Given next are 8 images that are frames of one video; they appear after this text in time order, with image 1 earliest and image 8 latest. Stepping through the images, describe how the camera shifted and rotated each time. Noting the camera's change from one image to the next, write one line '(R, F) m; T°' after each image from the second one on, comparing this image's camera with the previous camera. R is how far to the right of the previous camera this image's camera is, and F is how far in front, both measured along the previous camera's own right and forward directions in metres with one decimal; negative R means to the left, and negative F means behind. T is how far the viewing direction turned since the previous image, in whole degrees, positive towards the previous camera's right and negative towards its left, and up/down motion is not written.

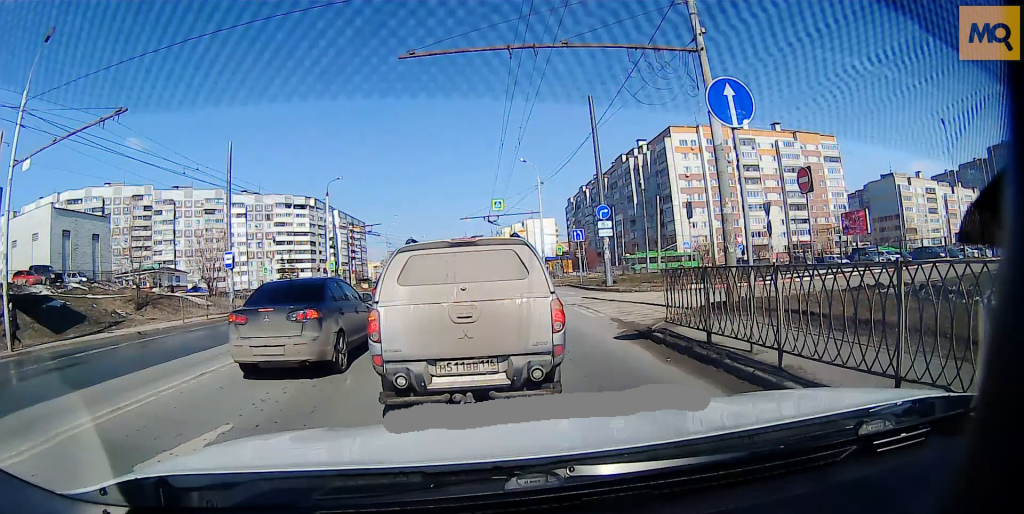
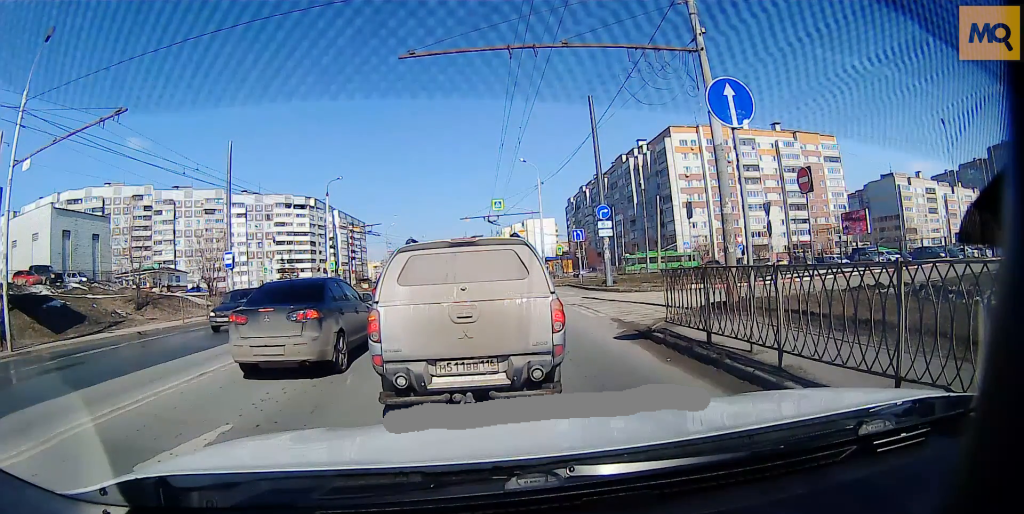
(0.0, 0.0) m; 0°
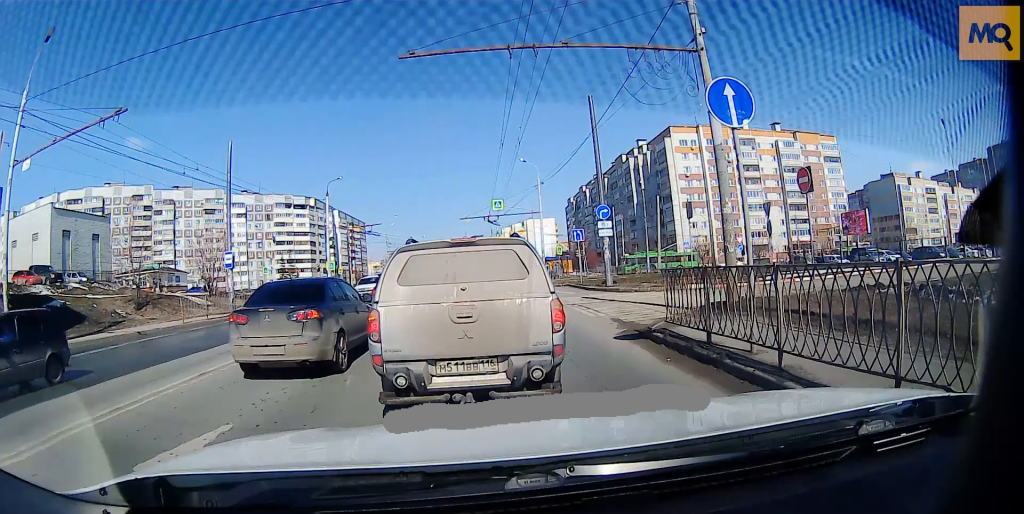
(0.0, 0.0) m; 0°
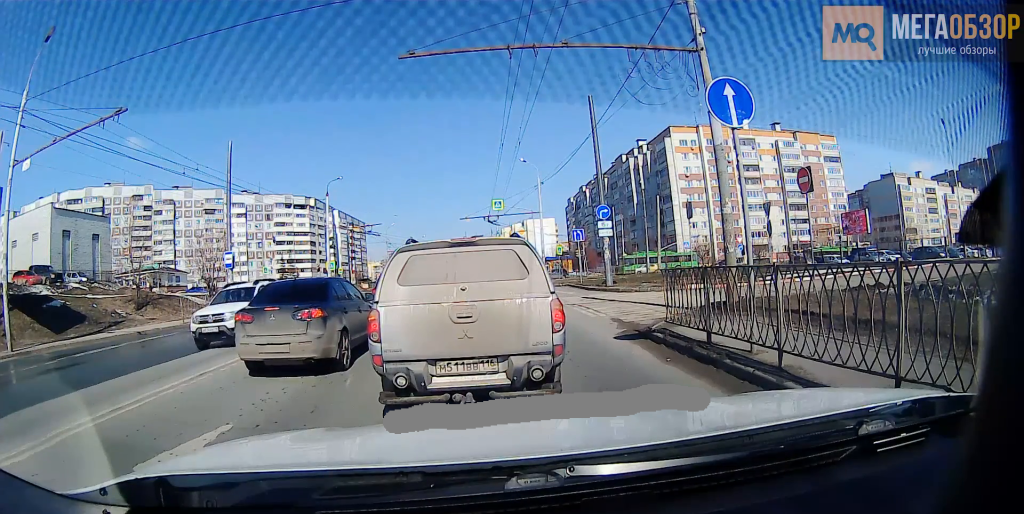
(0.0, 0.0) m; 0°
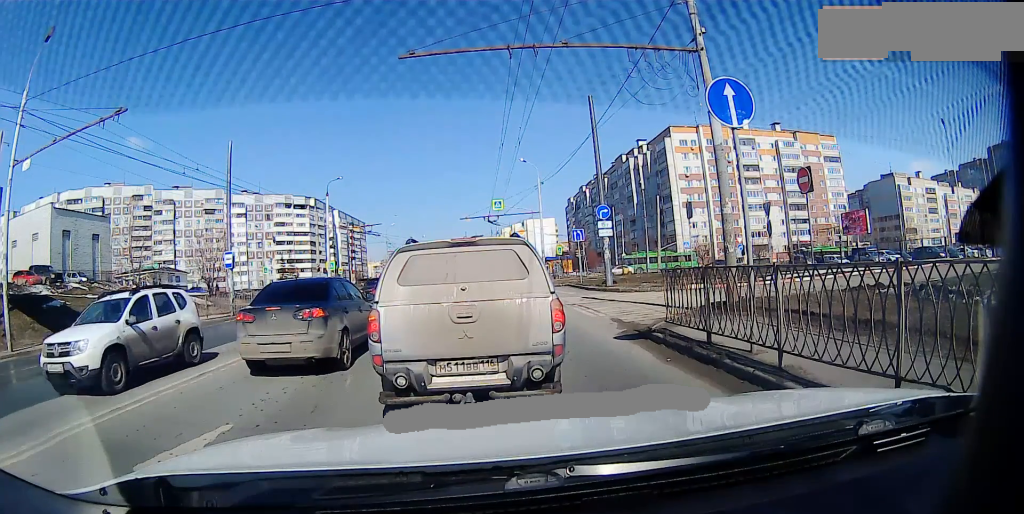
(0.0, 0.0) m; 0°
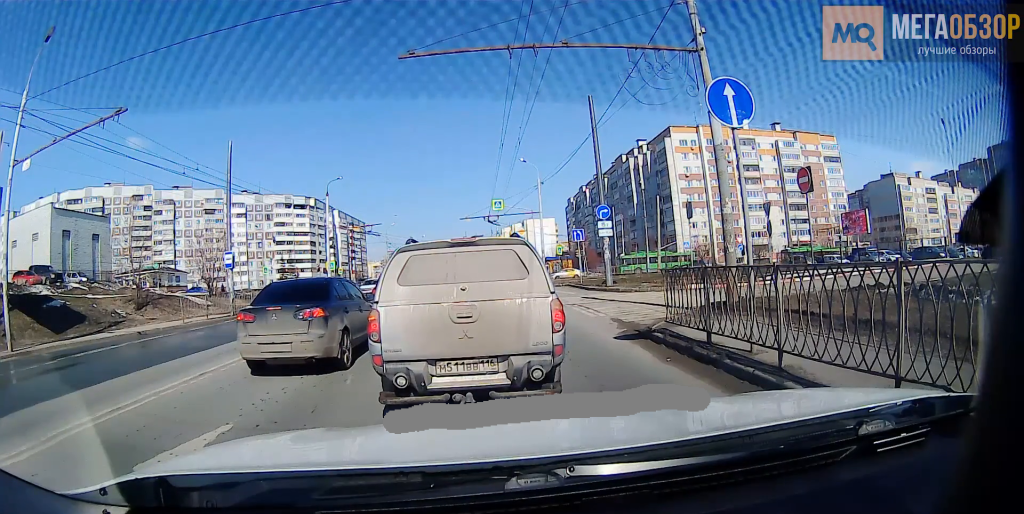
(0.0, 0.0) m; 0°
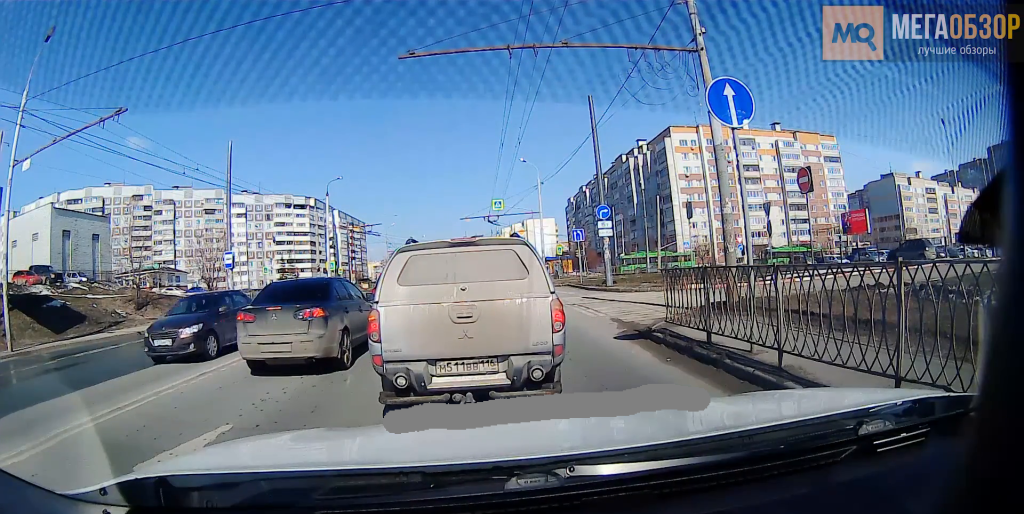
(0.0, 0.0) m; 0°
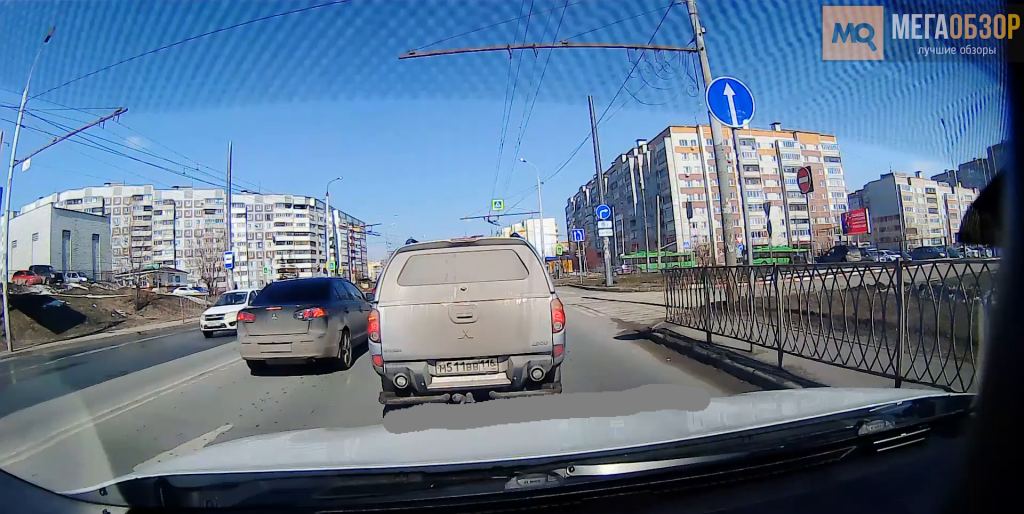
(0.0, 0.0) m; 0°
